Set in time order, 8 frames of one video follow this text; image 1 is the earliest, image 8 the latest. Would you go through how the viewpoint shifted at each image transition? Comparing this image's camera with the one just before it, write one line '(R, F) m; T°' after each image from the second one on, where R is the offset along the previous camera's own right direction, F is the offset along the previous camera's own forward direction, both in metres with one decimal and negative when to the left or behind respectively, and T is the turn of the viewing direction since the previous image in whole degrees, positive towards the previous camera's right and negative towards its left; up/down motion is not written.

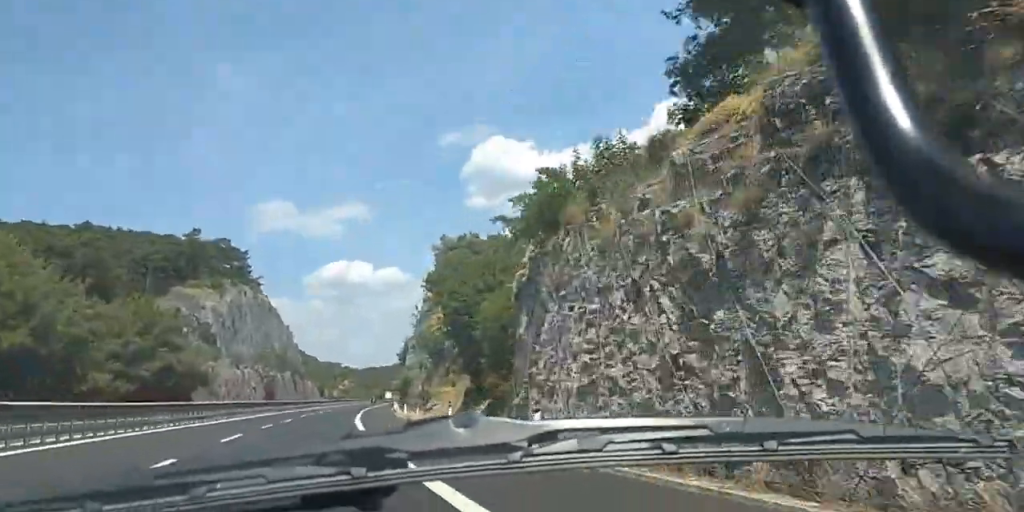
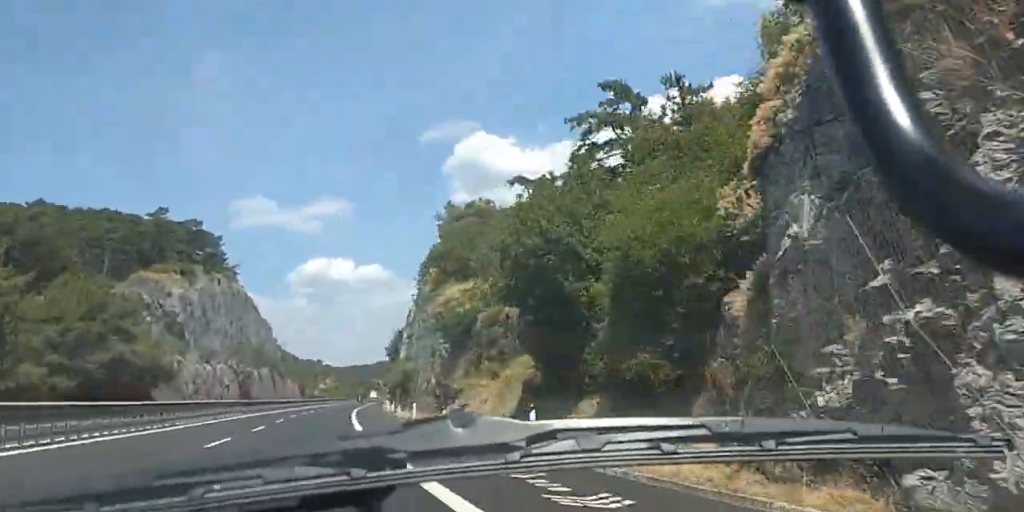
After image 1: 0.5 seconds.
(0.0, +15.8) m; +1°
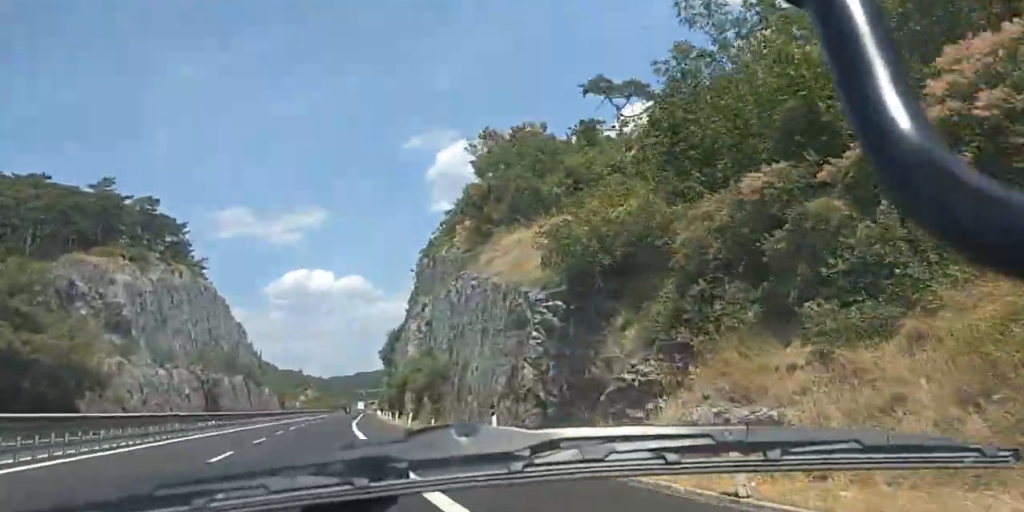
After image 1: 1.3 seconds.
(+0.7, +25.4) m; +3°
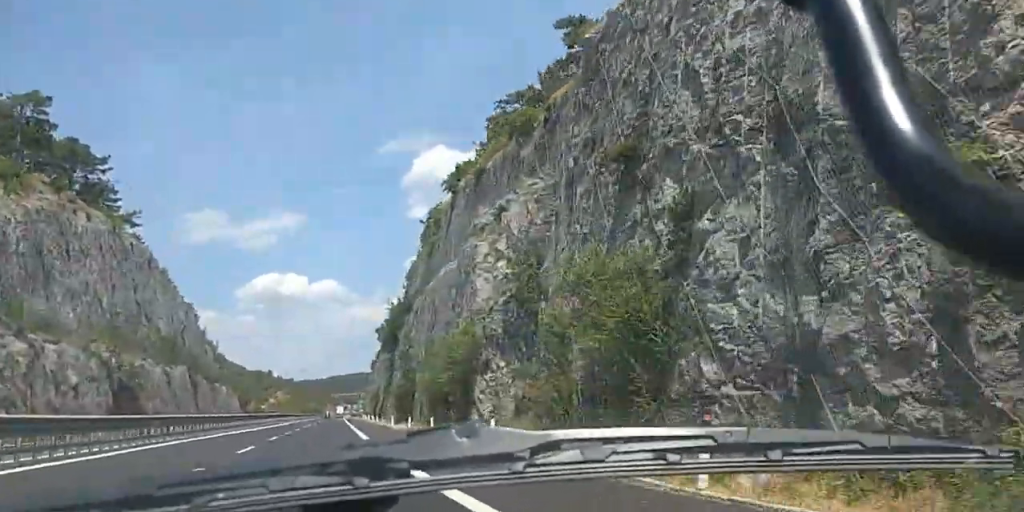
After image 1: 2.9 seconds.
(+1.1, +46.0) m; +2°
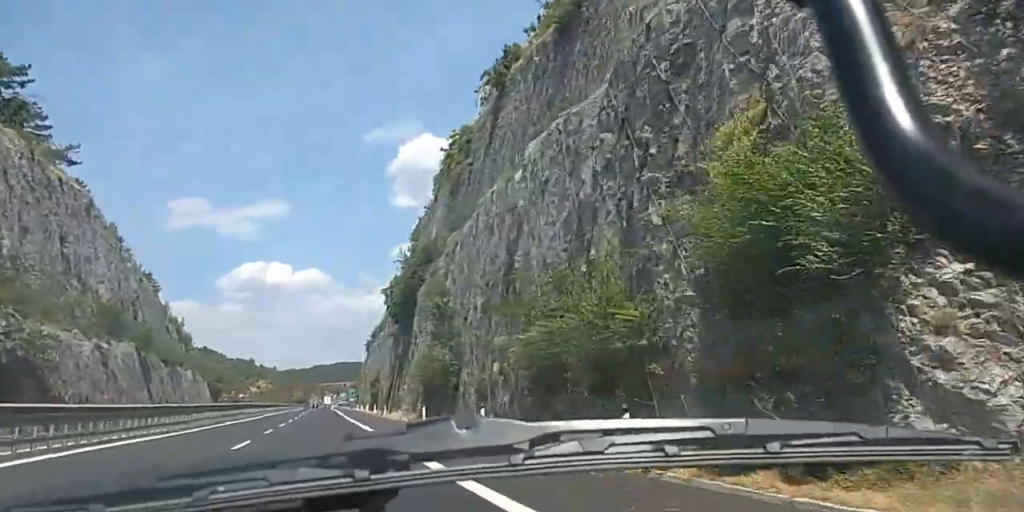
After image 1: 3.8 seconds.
(0.0, +28.8) m; 0°
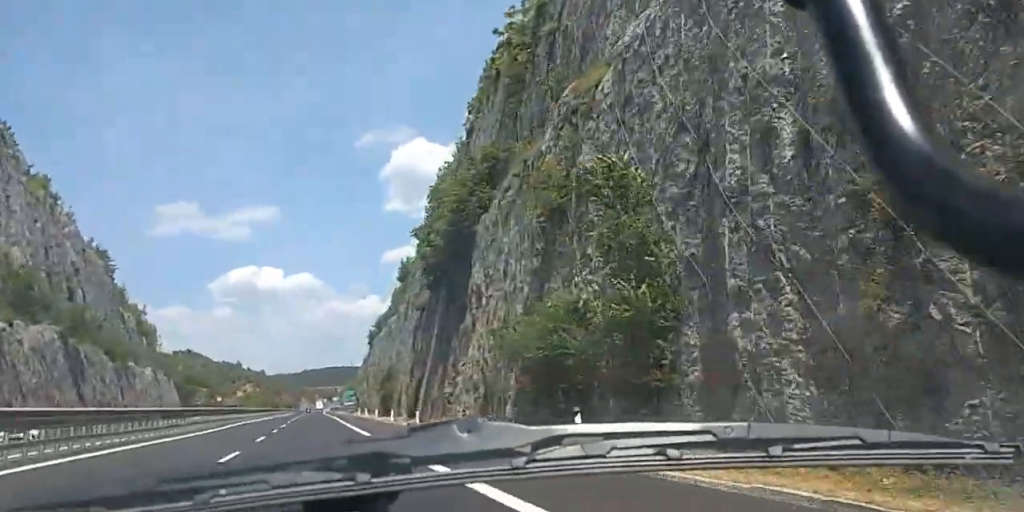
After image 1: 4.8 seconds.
(+0.1, +27.6) m; 0°
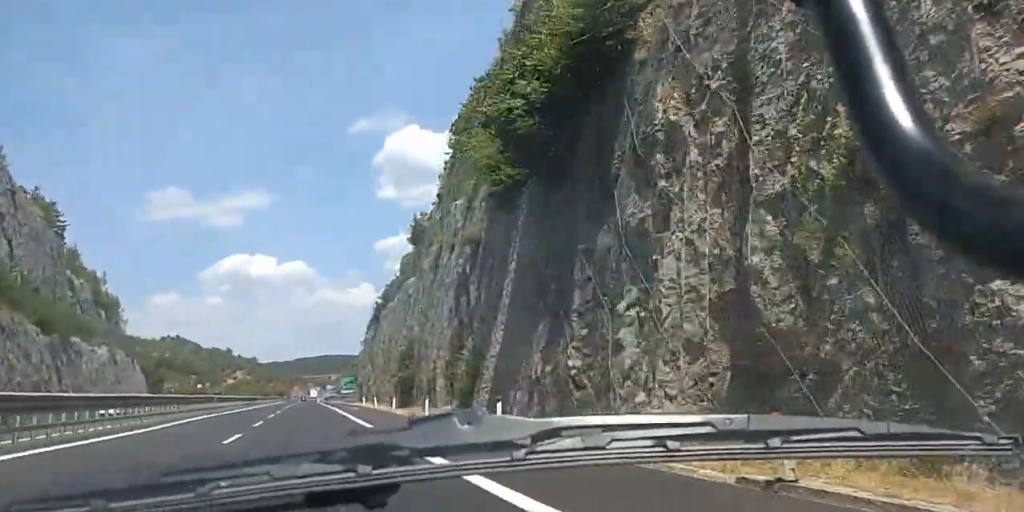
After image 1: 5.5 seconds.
(-0.1, +22.4) m; 0°
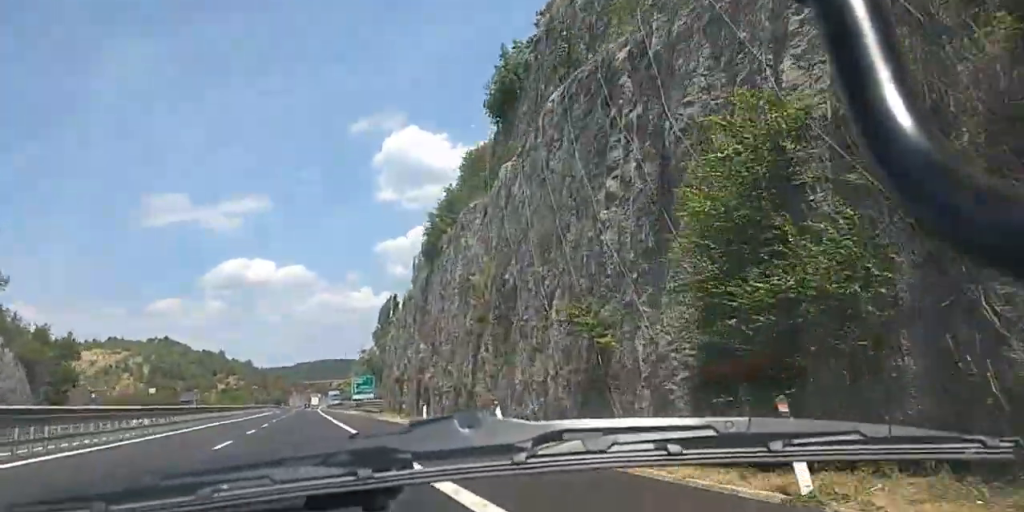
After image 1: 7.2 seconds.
(+0.1, +49.3) m; -2°
